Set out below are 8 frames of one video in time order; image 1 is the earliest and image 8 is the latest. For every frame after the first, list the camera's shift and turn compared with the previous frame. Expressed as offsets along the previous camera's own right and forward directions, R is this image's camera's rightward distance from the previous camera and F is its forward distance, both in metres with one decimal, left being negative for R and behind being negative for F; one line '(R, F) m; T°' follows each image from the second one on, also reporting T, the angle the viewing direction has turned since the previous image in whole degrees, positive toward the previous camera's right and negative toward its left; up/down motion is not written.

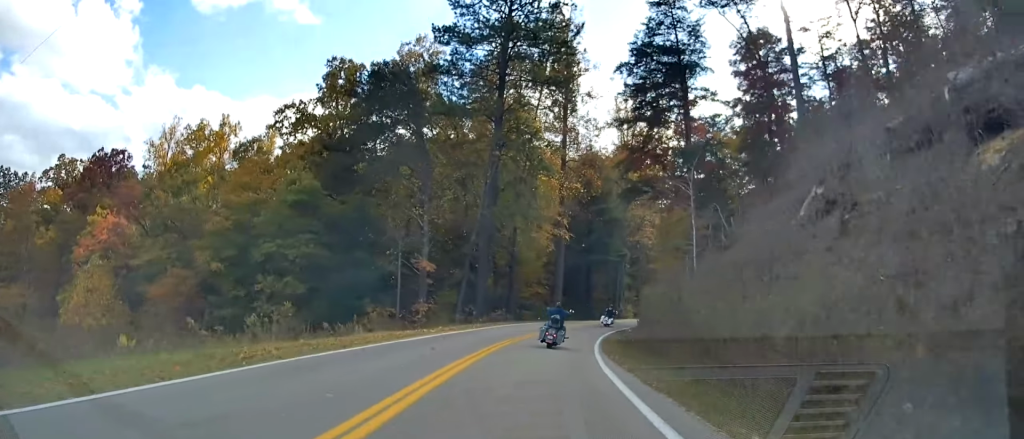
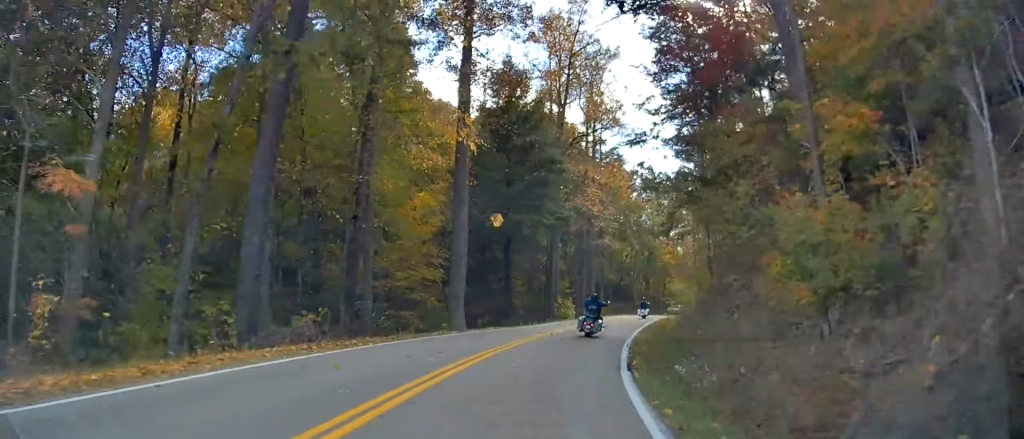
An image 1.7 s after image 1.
(+1.5, +29.9) m; +7°
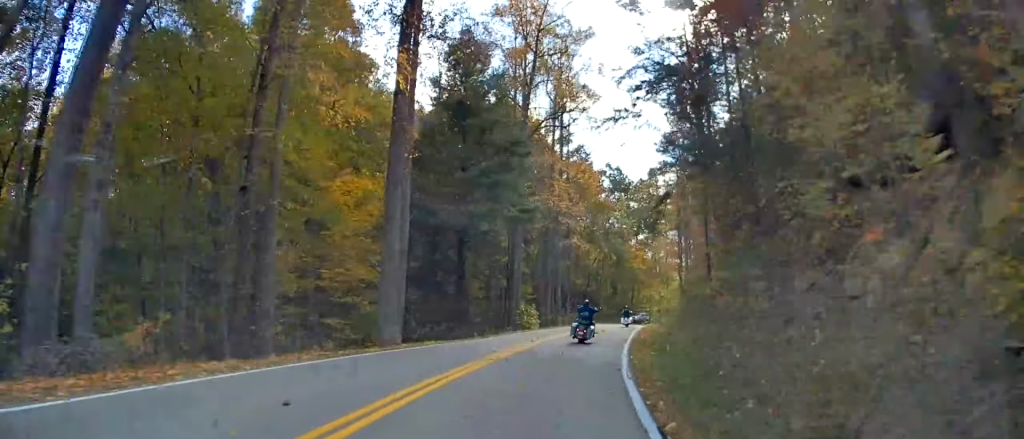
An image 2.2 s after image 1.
(-0.3, +7.4) m; +3°
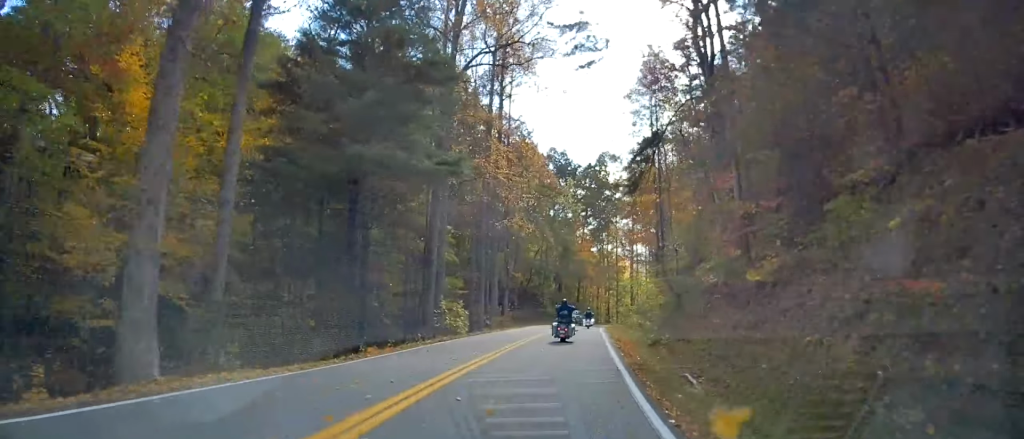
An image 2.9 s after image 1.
(+1.0, +13.0) m; +6°
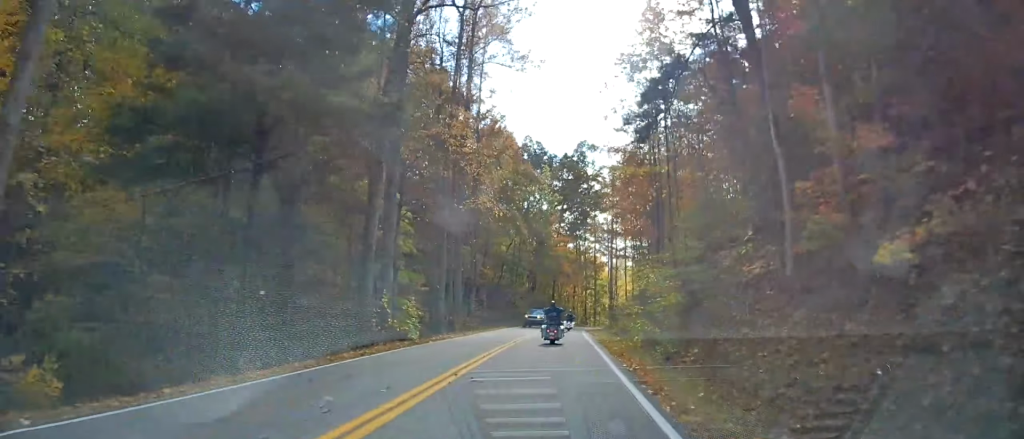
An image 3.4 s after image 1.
(+0.2, +7.9) m; +3°
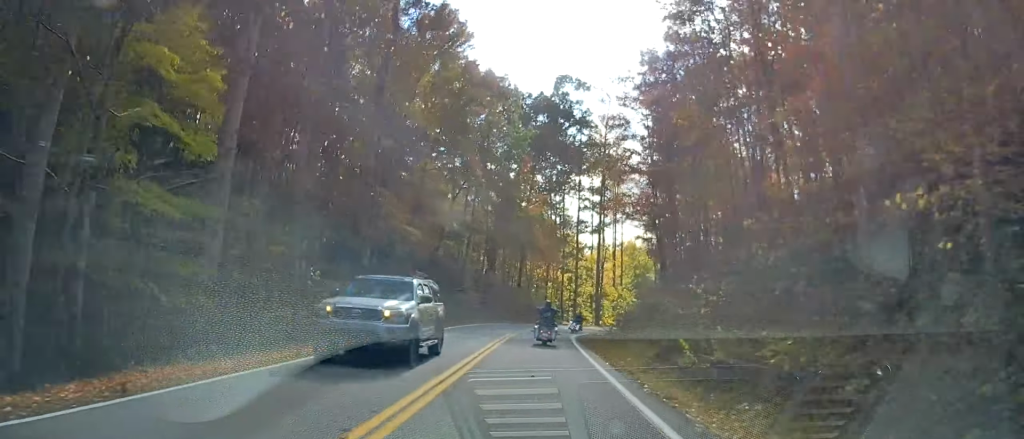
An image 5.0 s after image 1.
(+1.0, +26.6) m; +2°
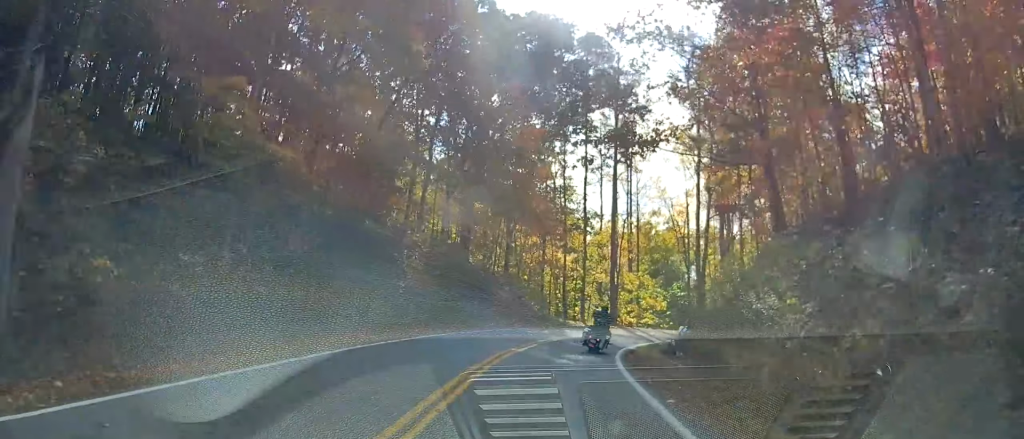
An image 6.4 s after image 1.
(+0.2, +21.0) m; +3°
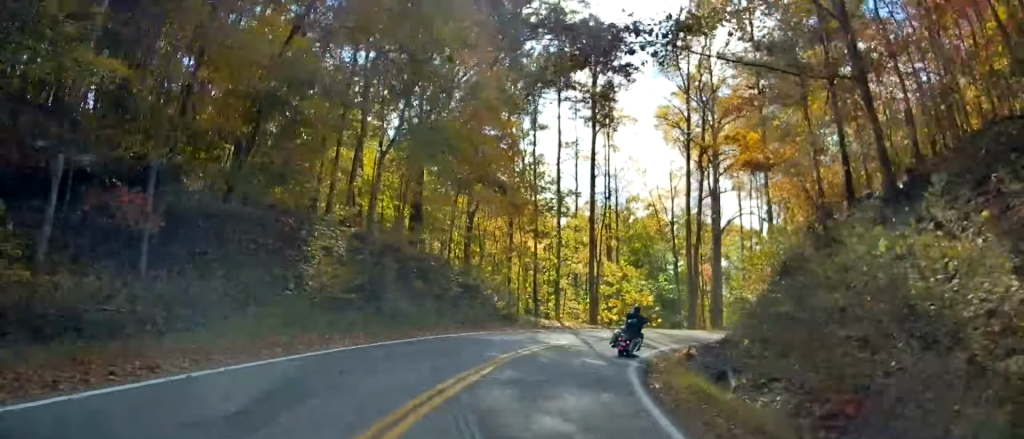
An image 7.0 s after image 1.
(+0.3, +8.3) m; +3°
